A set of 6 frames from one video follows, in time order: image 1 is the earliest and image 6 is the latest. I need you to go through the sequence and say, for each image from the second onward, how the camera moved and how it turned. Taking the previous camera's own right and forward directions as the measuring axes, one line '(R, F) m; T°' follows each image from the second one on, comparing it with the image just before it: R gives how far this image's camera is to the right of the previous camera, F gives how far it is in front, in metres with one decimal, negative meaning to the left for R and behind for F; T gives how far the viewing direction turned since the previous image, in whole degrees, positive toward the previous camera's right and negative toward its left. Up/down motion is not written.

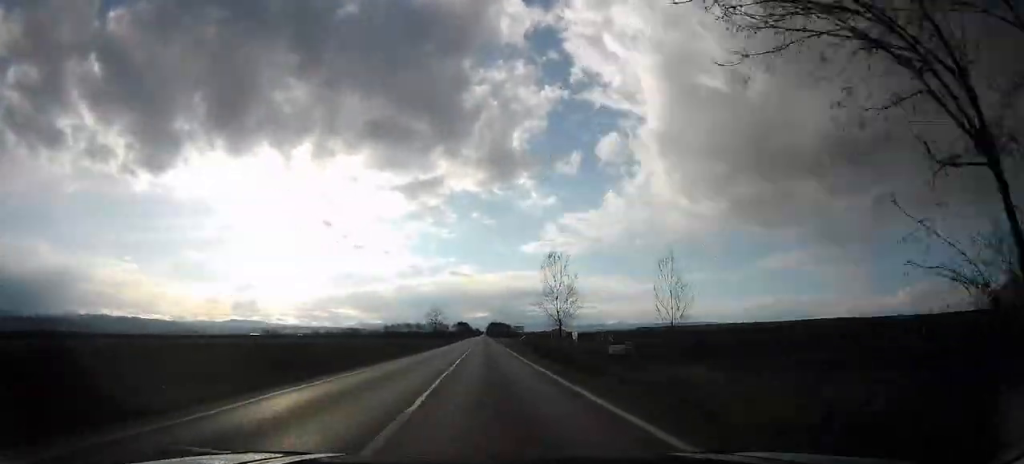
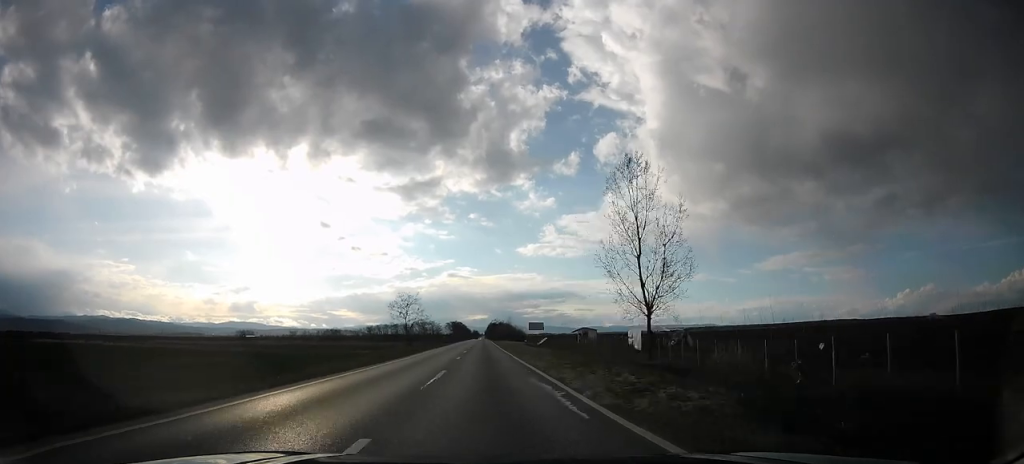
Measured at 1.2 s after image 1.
(0.0, +38.7) m; 0°
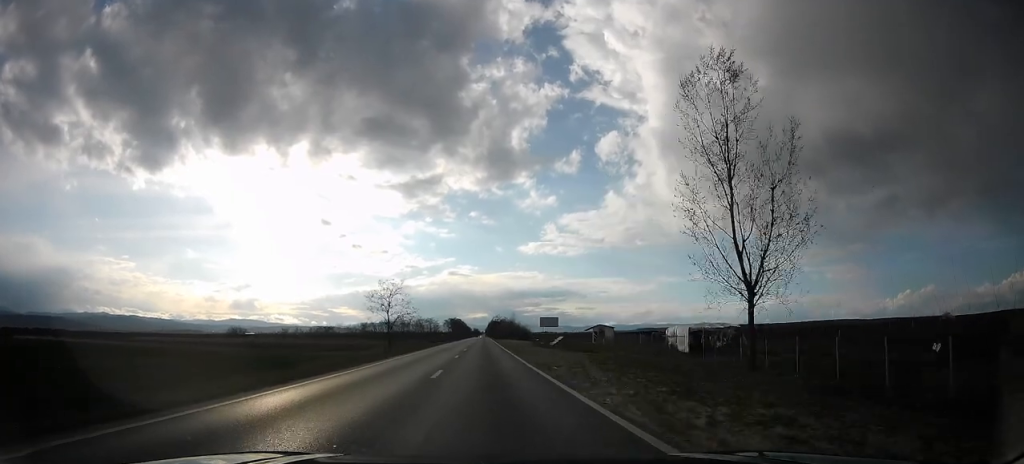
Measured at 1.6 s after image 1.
(0.0, +12.9) m; 0°
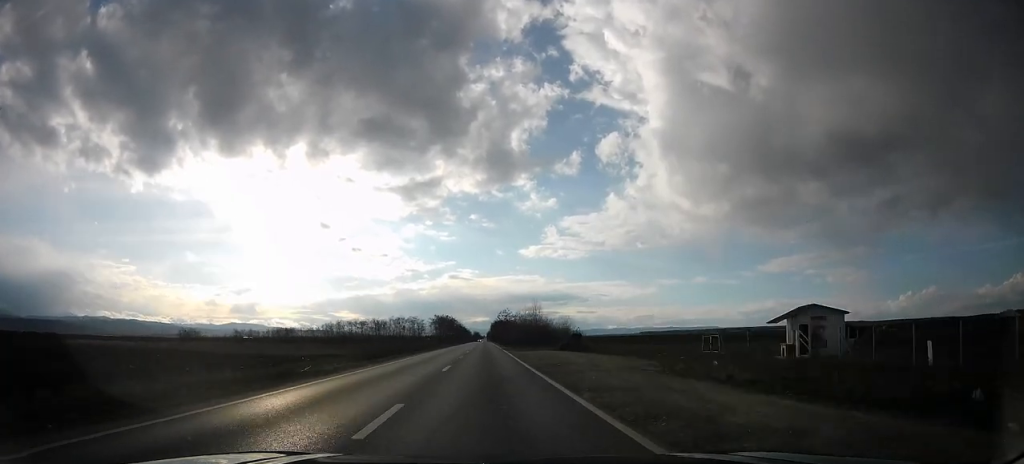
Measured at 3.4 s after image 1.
(+1.4, +56.5) m; +3°
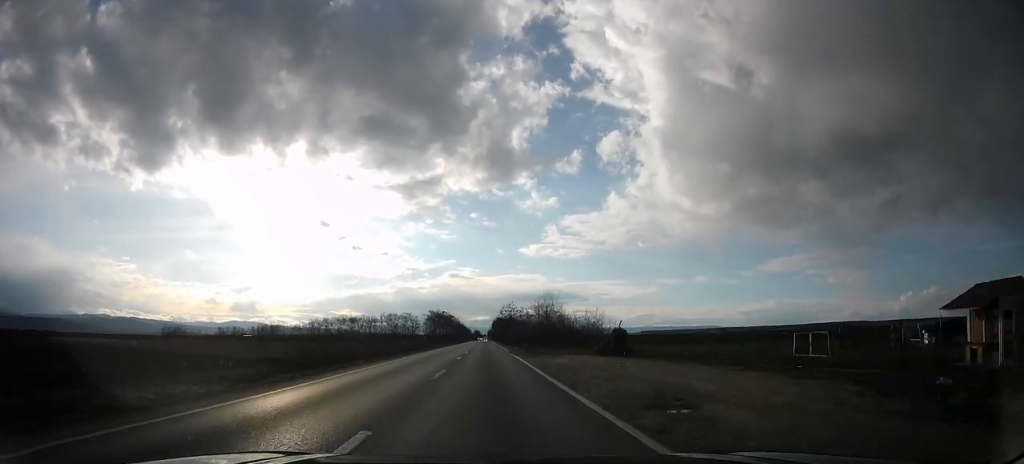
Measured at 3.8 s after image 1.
(+0.6, +14.8) m; 0°
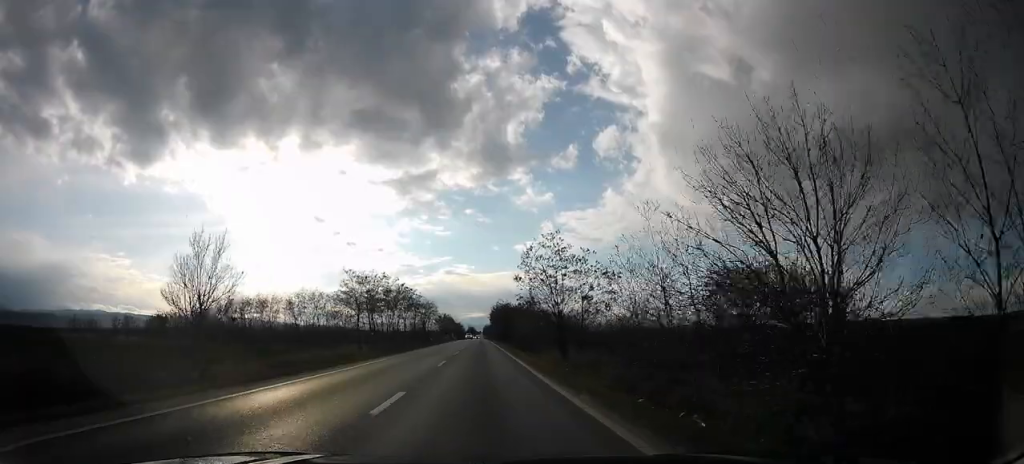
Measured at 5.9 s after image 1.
(-2.9, +66.3) m; -3°
